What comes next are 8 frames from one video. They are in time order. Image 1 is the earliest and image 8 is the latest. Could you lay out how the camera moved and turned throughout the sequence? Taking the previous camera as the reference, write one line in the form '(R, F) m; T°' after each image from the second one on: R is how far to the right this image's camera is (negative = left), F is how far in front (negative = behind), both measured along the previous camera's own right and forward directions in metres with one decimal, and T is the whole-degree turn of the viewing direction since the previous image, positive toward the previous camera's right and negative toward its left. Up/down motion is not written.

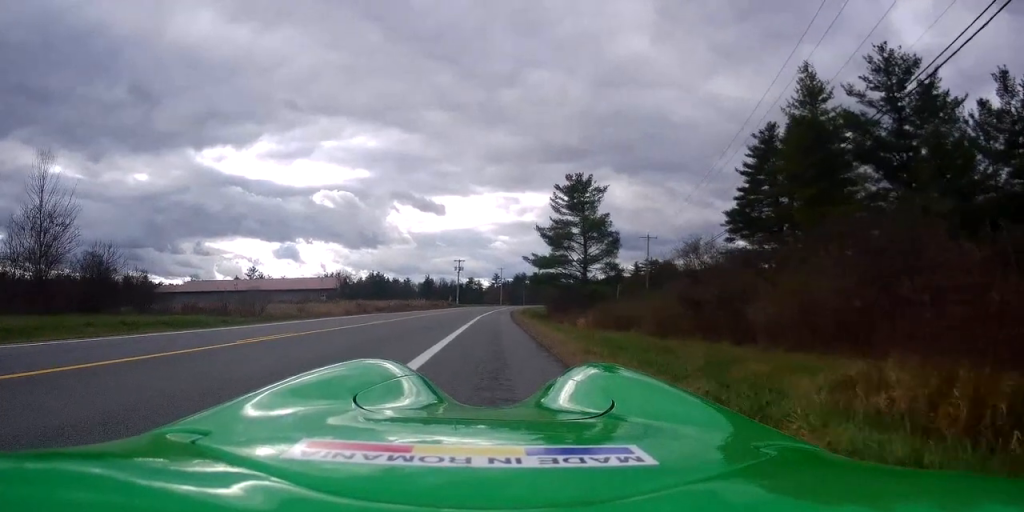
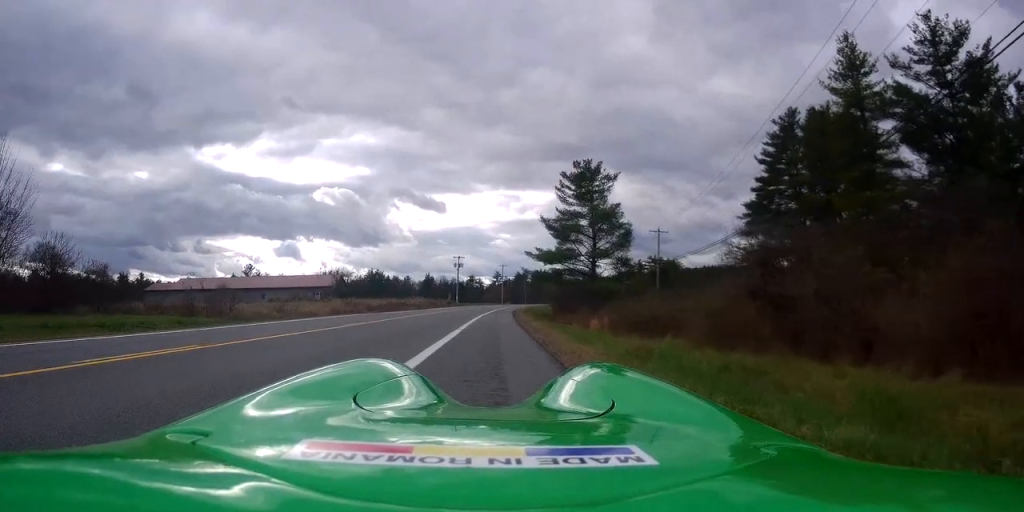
(-0.2, +4.6) m; -6°
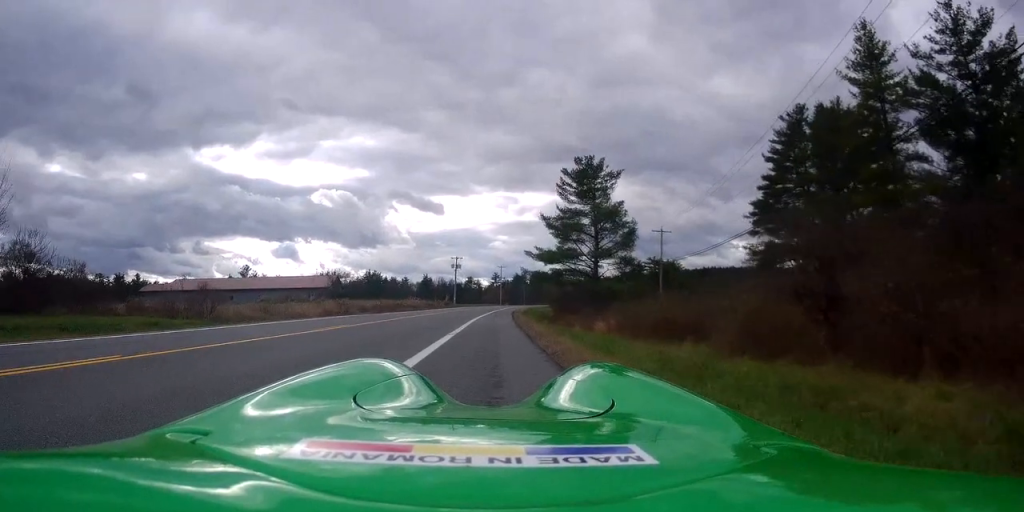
(-0.1, +2.2) m; 0°
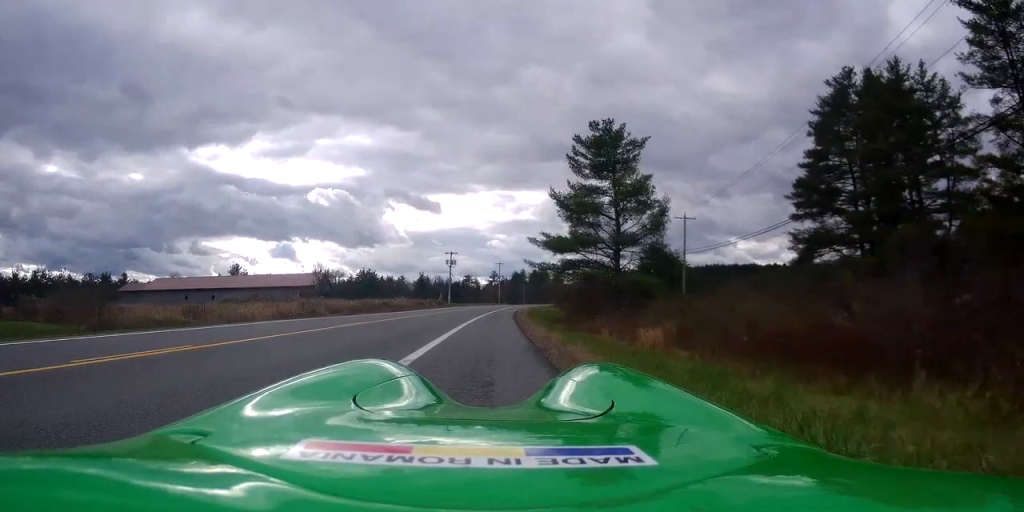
(0.0, +9.7) m; 0°
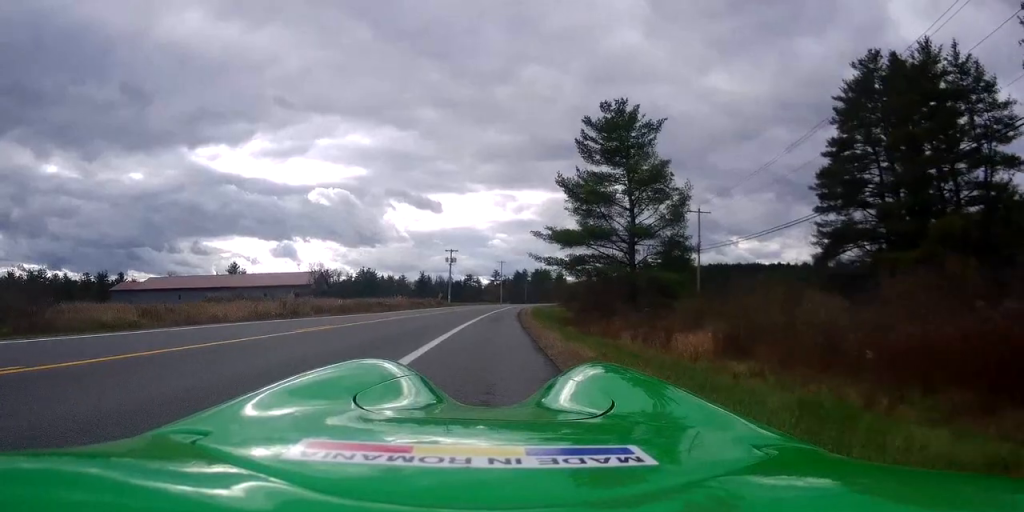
(-0.2, +4.1) m; 0°
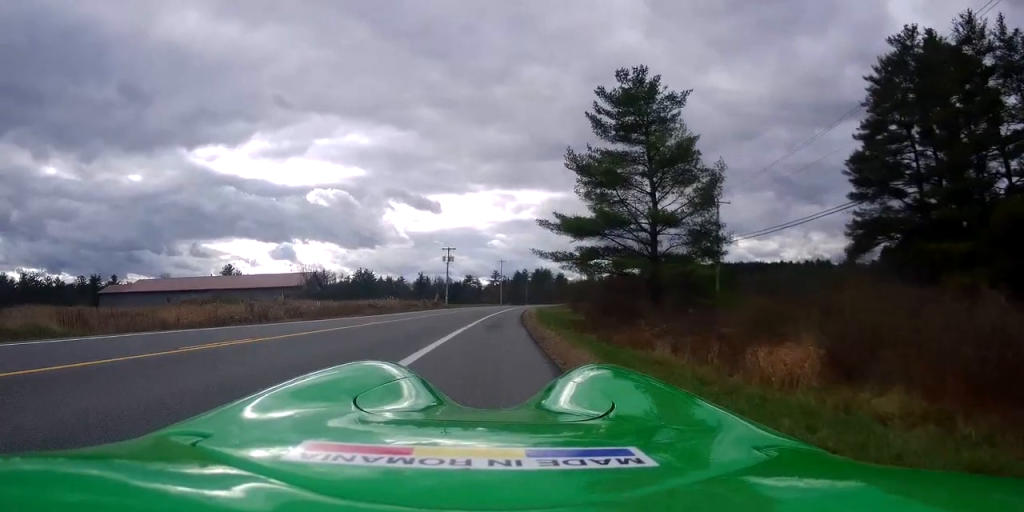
(+0.3, +5.4) m; 0°
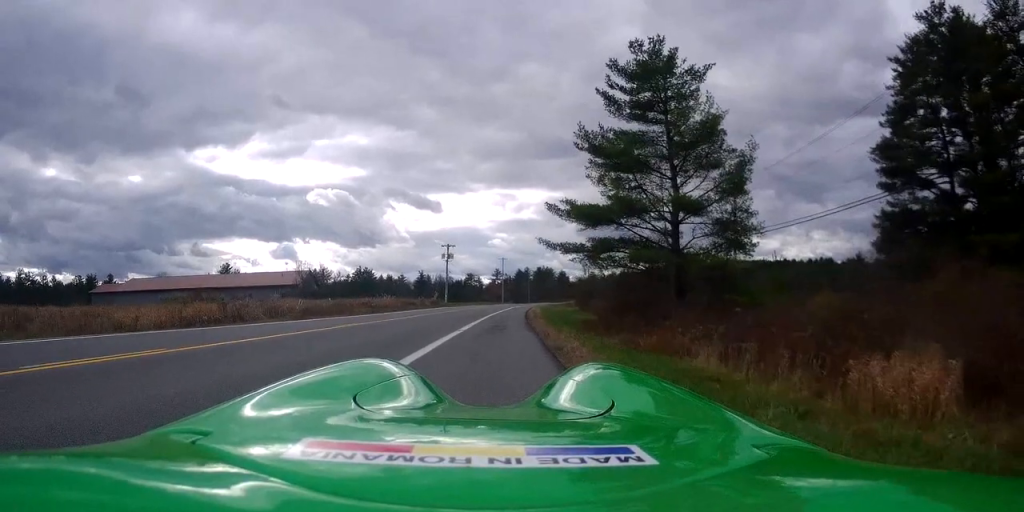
(-0.2, +3.8) m; +2°
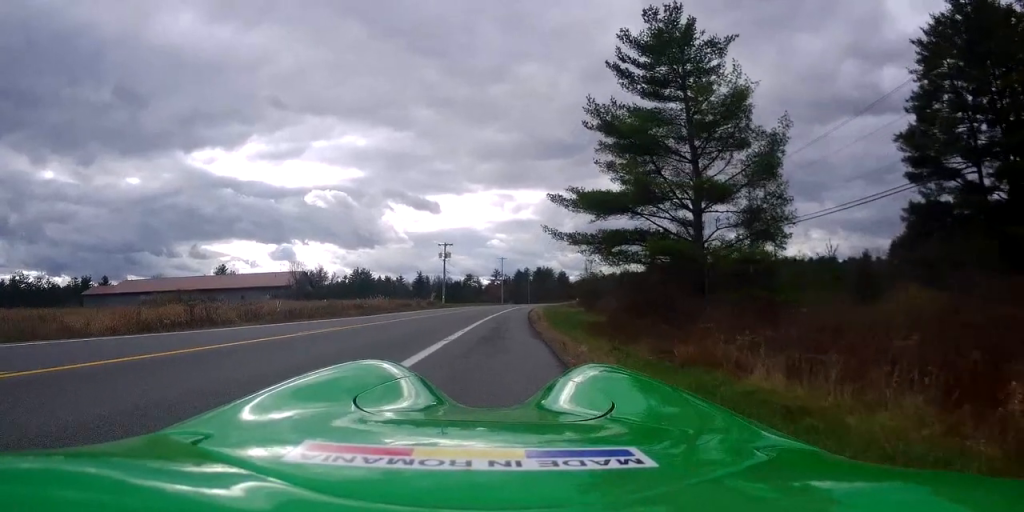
(+0.1, +3.4) m; +2°
